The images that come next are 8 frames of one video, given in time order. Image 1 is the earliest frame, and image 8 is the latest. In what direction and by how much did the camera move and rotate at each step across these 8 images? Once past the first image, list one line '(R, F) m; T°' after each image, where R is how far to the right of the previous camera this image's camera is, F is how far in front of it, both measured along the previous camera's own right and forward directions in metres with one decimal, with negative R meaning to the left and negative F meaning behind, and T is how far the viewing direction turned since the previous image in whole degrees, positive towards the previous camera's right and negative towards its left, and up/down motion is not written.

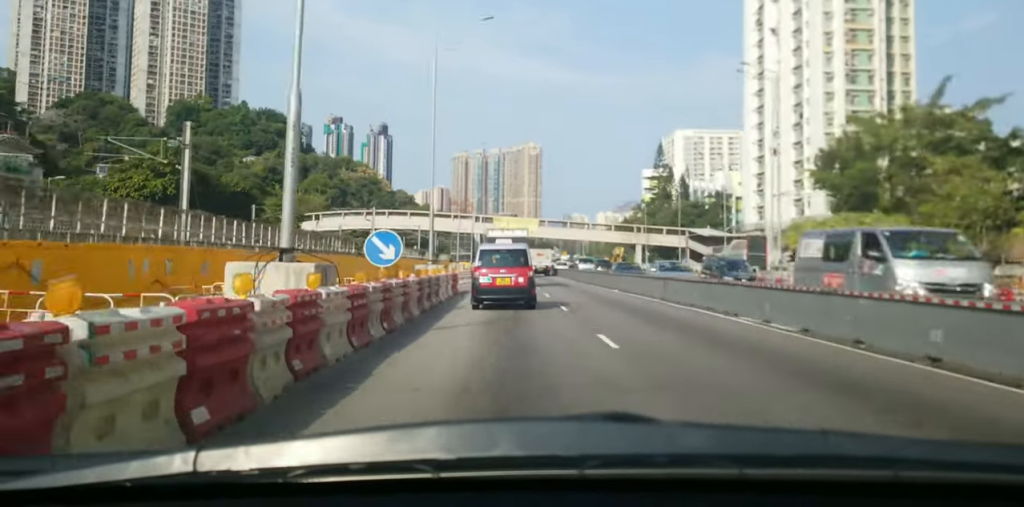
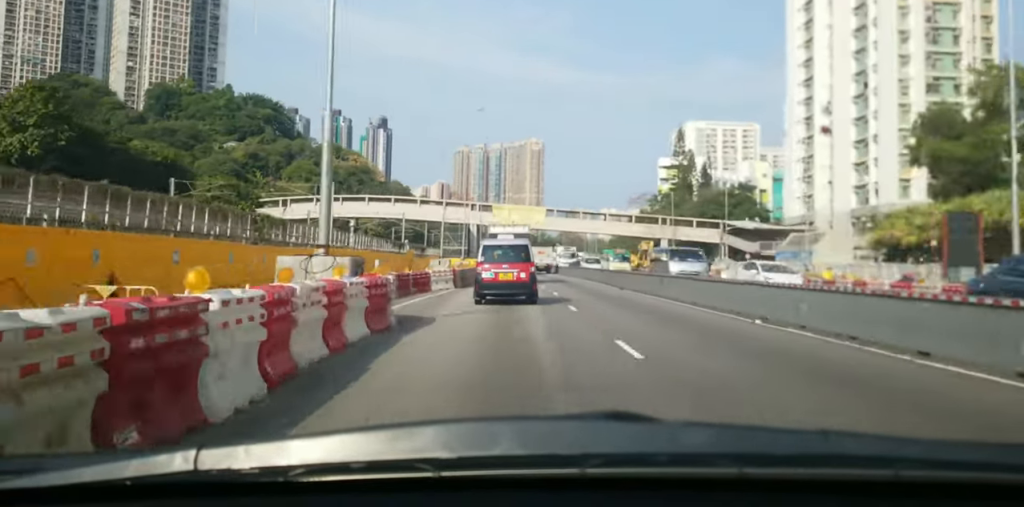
(-0.1, +20.2) m; +1°
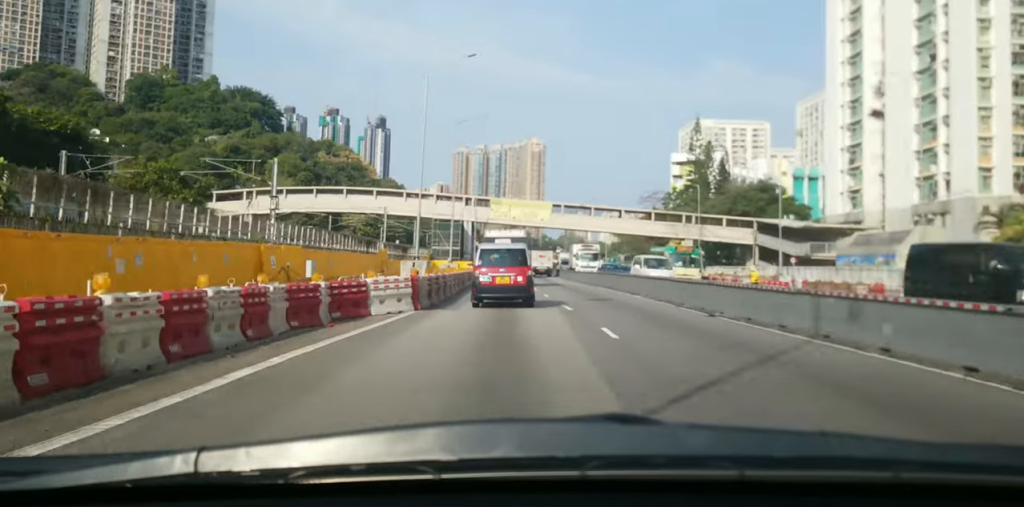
(+0.3, +15.0) m; 0°
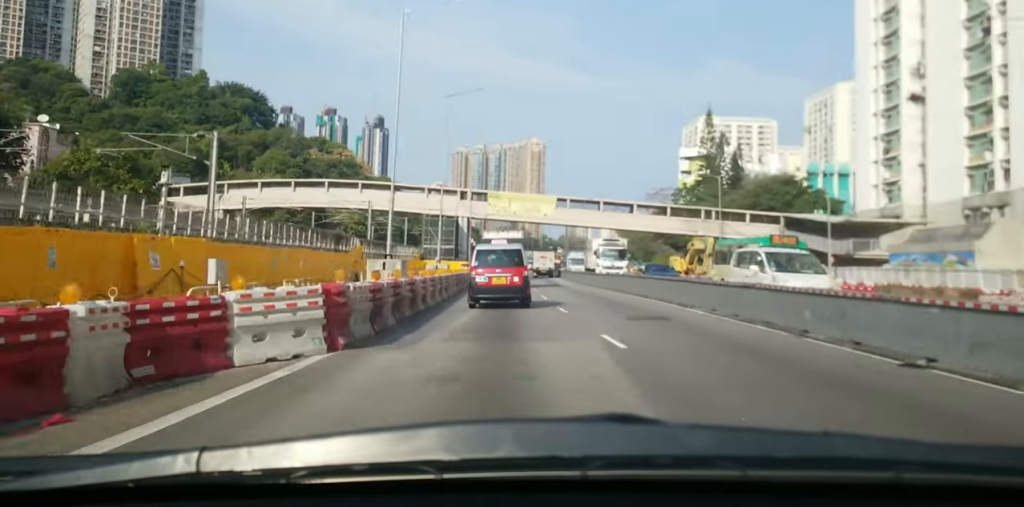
(-0.2, +9.4) m; 0°
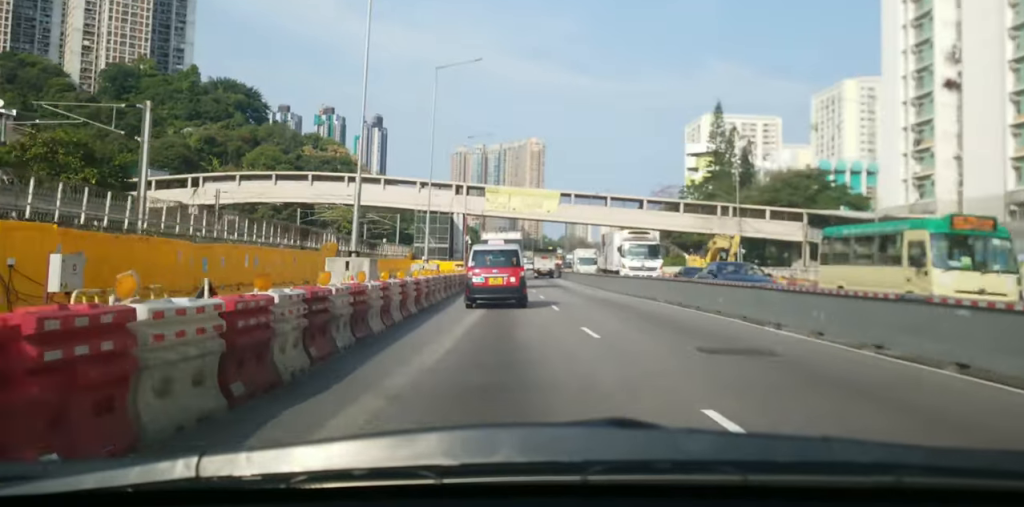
(-0.1, +6.9) m; 0°
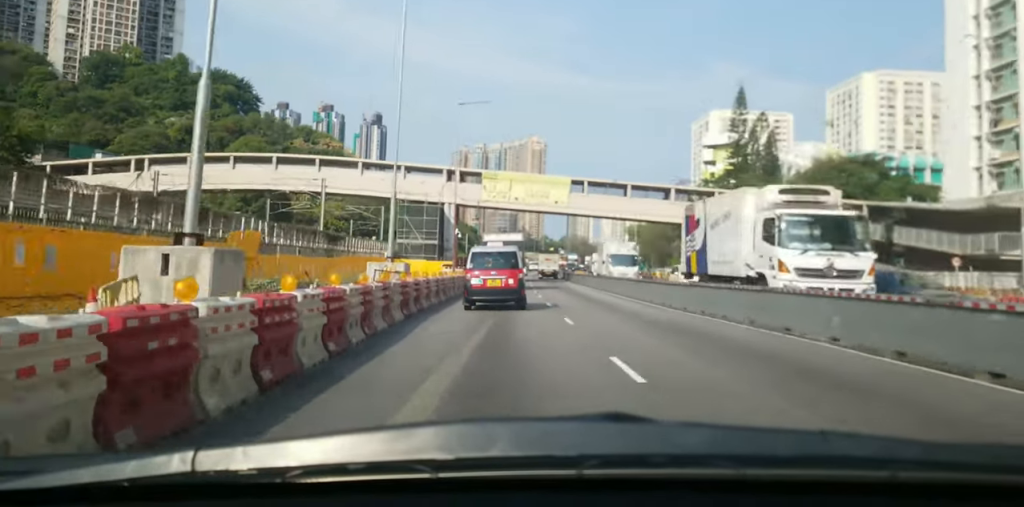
(+0.3, +12.7) m; 0°
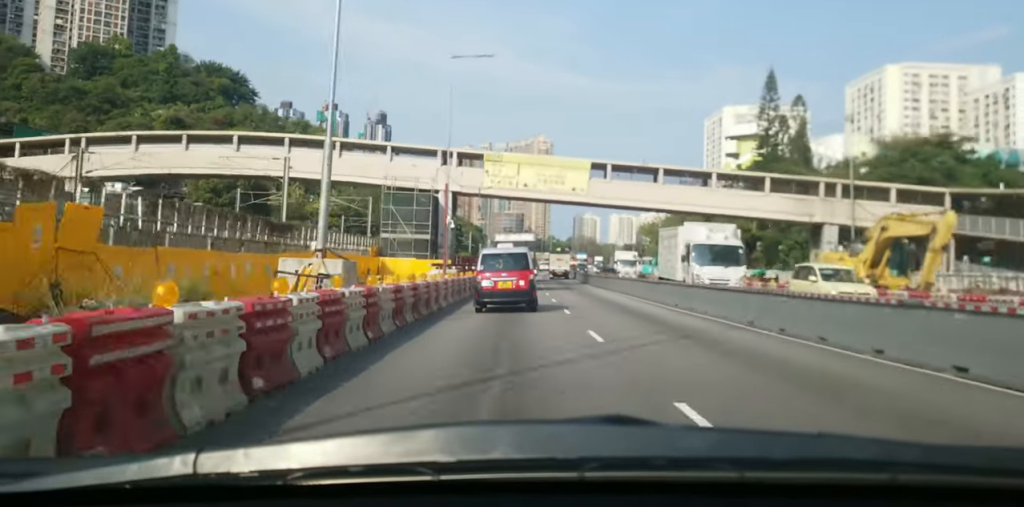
(-0.2, +11.0) m; -1°
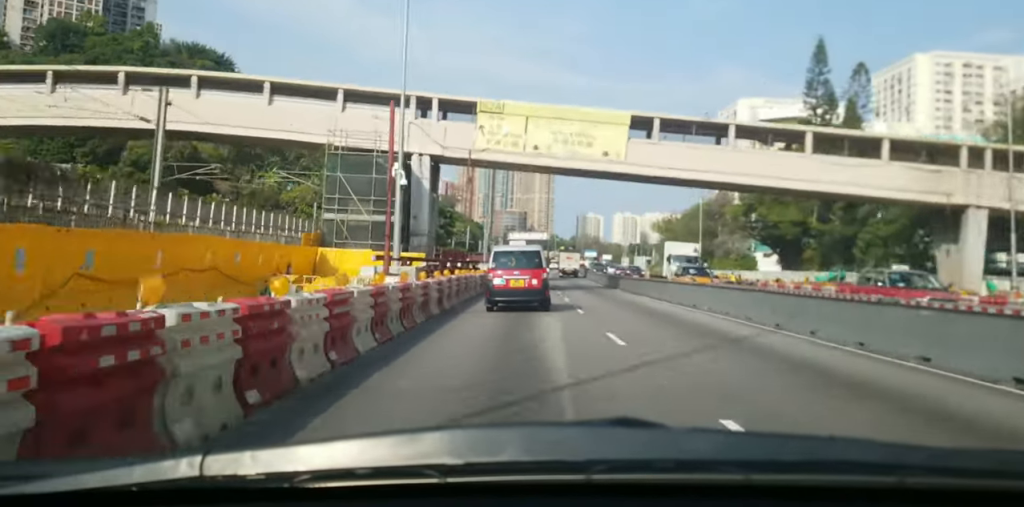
(-0.2, +16.9) m; 0°
